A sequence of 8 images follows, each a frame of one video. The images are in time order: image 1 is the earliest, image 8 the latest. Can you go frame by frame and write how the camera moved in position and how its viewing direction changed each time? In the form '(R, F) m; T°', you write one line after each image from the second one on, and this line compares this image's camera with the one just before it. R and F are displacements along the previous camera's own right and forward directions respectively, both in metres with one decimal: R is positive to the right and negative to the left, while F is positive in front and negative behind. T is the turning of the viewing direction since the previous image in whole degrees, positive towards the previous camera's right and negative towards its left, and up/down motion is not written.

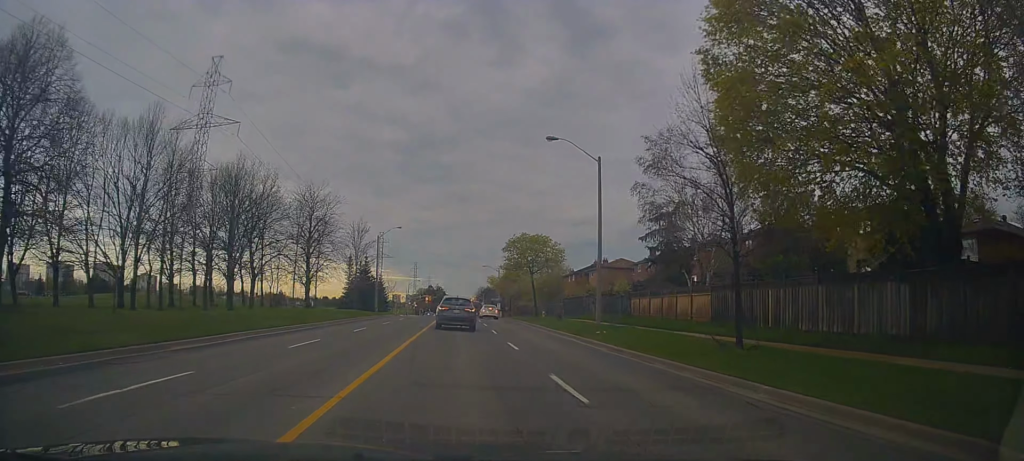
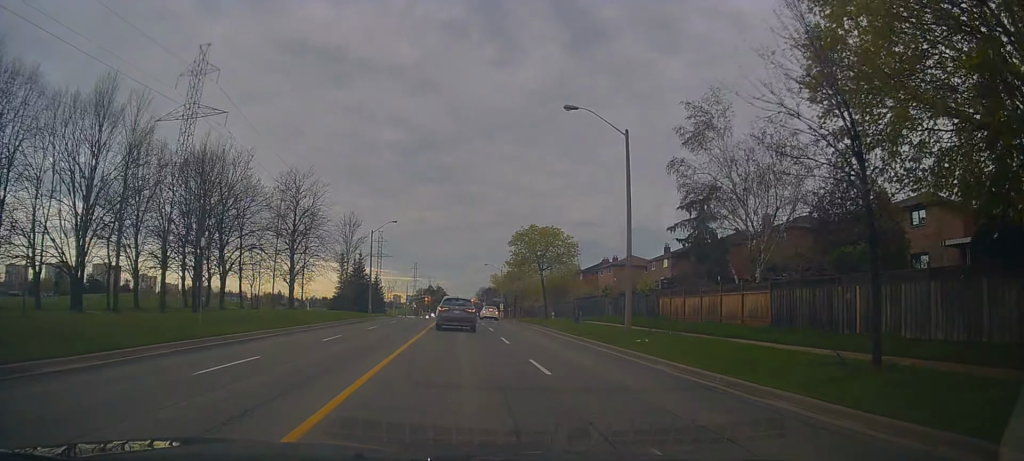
(-0.2, +5.8) m; -1°
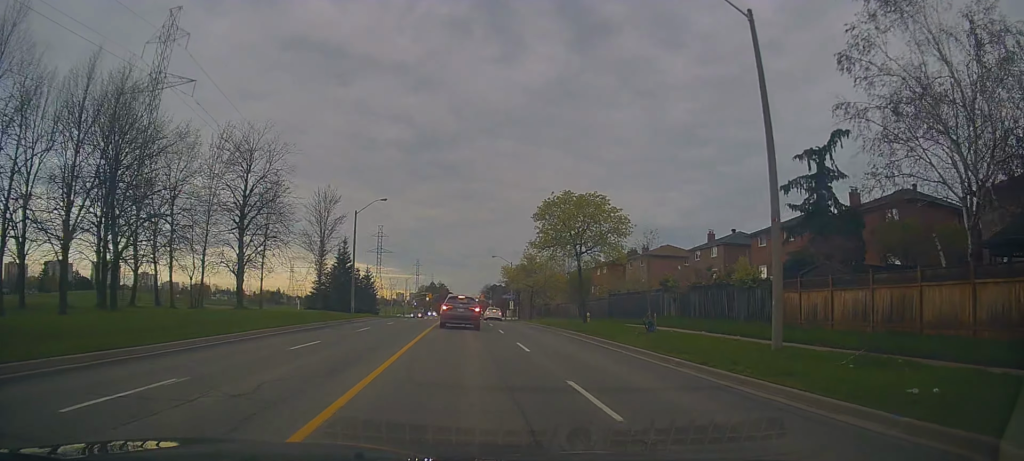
(-0.2, +13.5) m; +1°
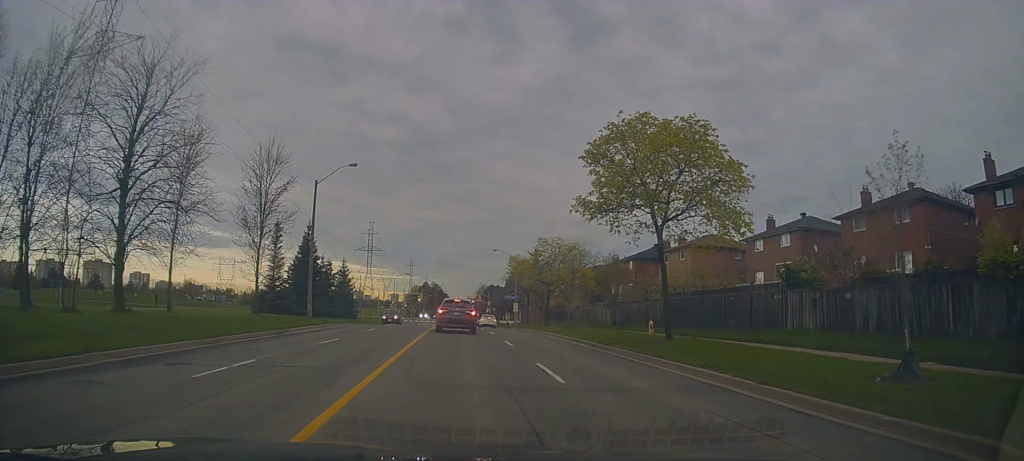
(+0.3, +14.8) m; 0°
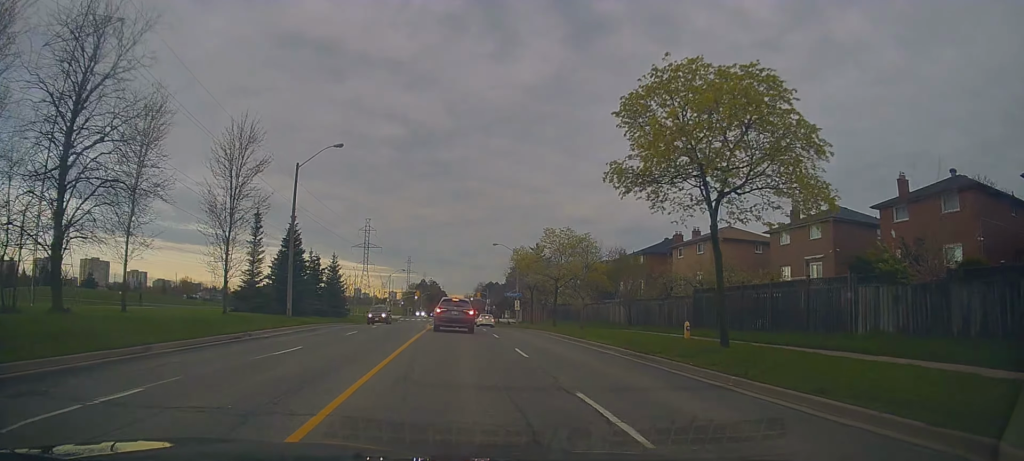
(0.0, +4.7) m; -1°
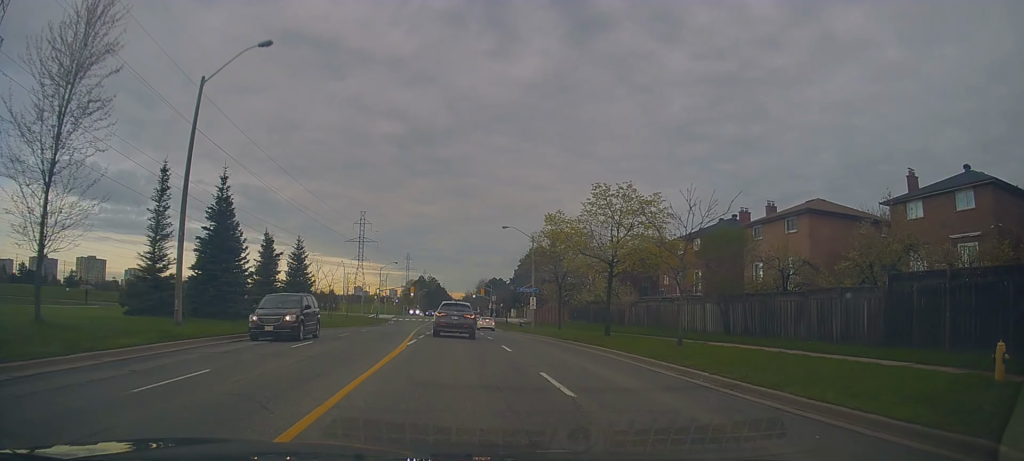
(-0.5, +15.2) m; +1°
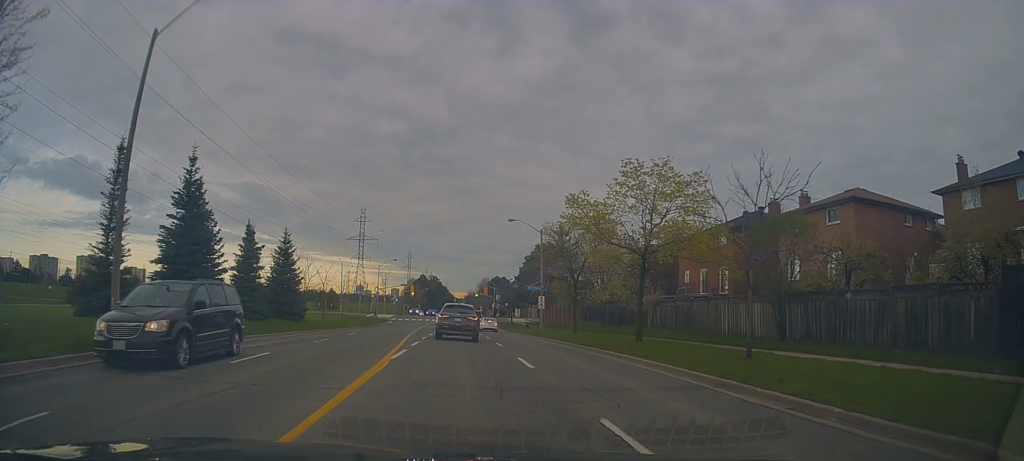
(0.0, +4.4) m; +1°
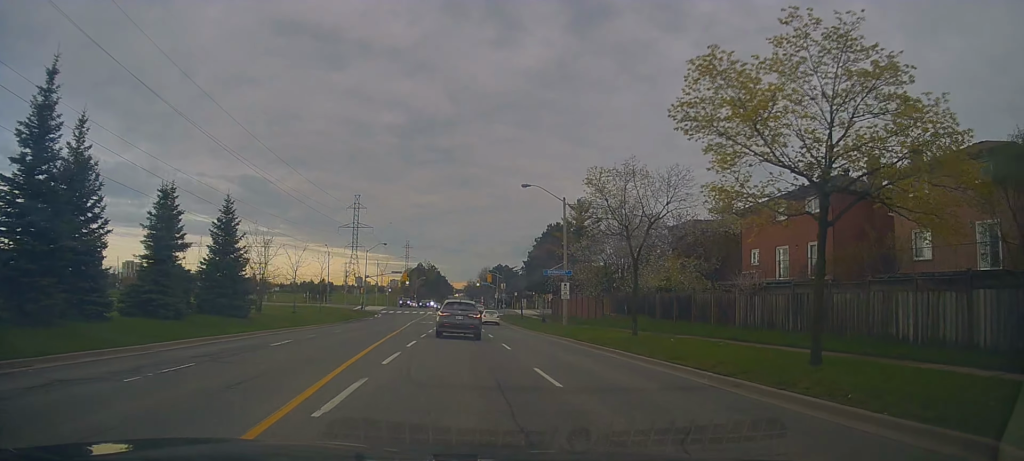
(+0.7, +12.5) m; 0°
